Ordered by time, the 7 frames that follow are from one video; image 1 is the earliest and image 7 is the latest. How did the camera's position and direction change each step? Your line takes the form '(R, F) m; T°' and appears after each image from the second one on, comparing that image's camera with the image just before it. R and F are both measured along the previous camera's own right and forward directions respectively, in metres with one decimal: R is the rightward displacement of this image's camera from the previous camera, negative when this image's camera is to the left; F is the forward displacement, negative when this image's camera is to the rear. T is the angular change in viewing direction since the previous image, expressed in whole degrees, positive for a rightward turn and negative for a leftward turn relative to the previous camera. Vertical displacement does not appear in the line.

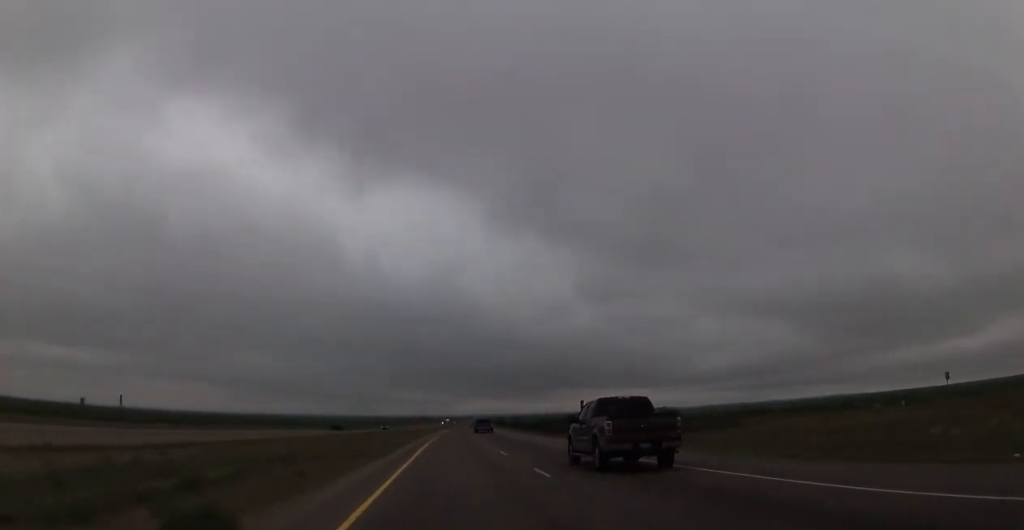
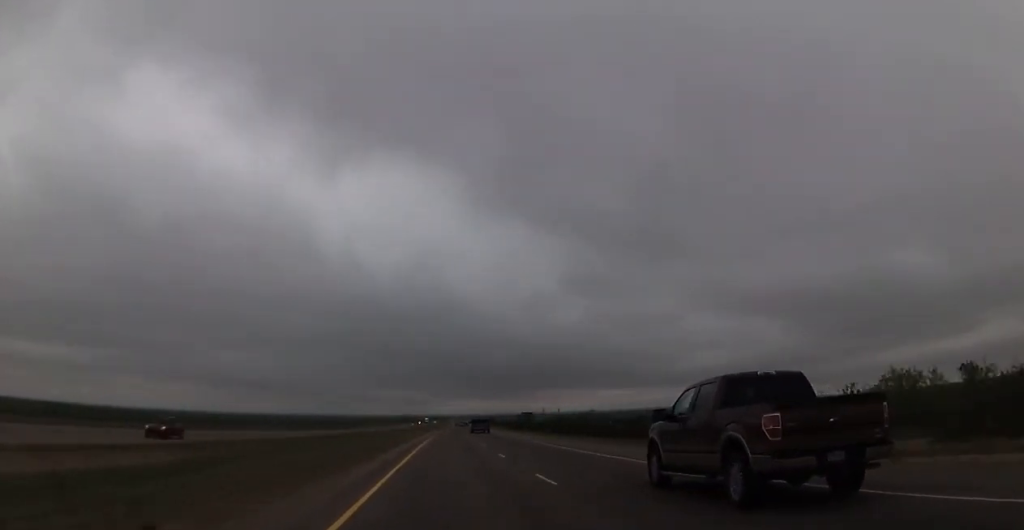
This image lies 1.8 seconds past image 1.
(+0.3, +62.6) m; +1°
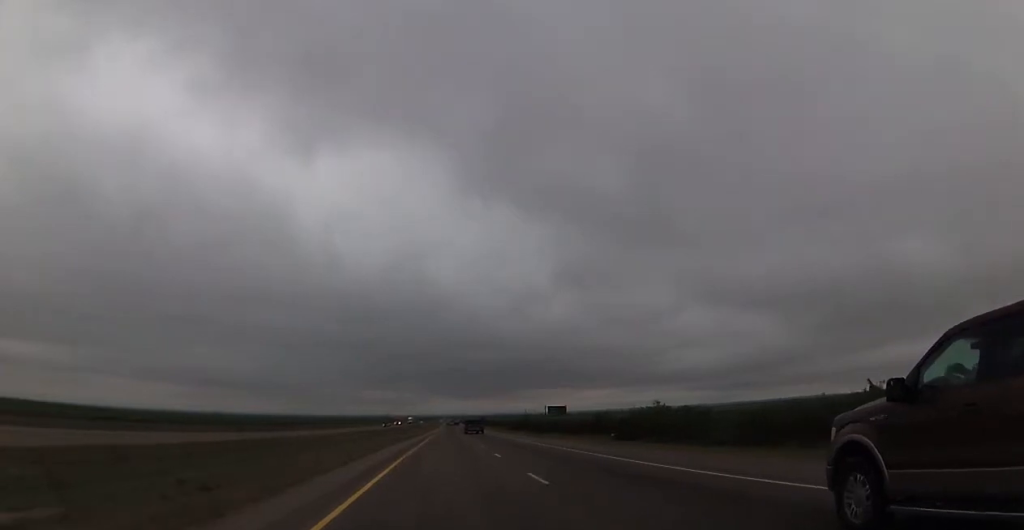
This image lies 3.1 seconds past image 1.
(+0.8, +48.5) m; +1°
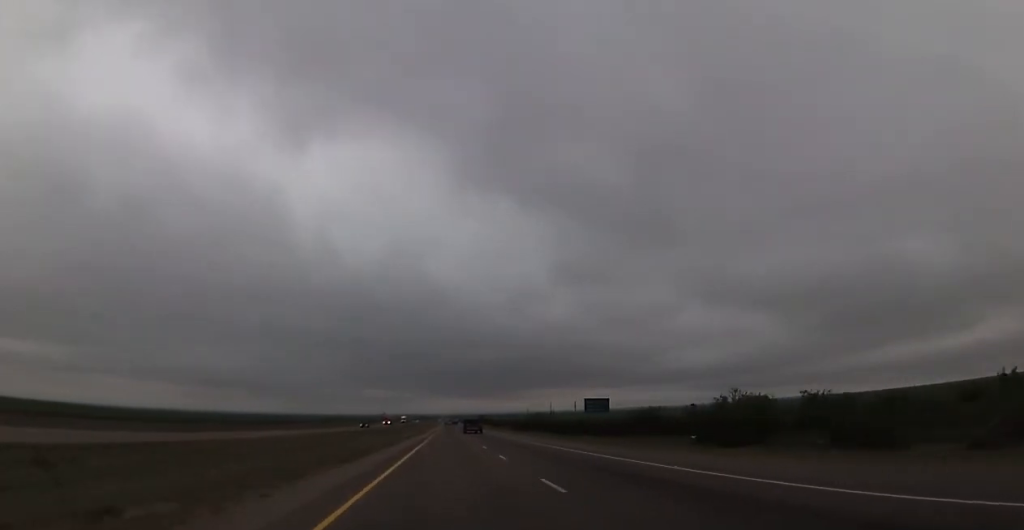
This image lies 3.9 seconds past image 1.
(0.0, +26.0) m; 0°
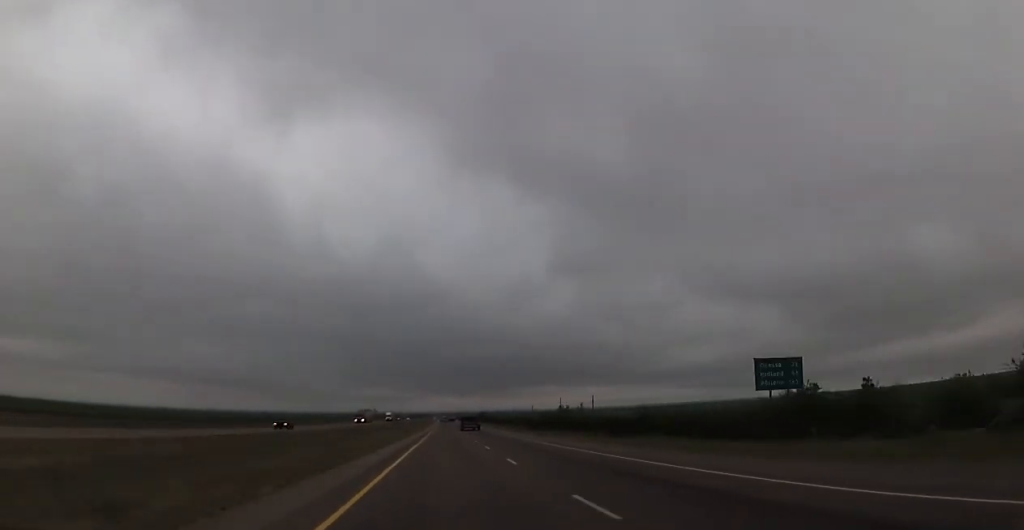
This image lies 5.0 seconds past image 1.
(+0.2, +40.3) m; +1°
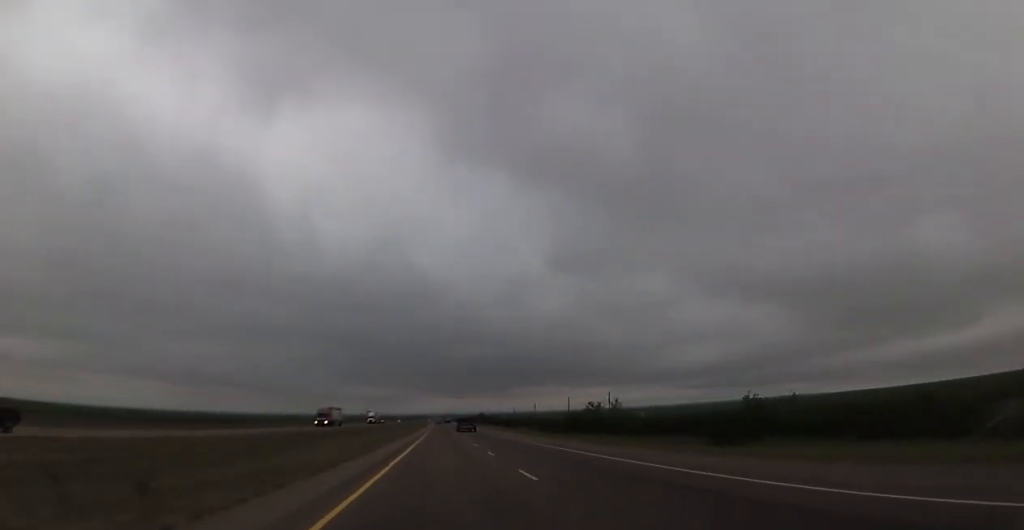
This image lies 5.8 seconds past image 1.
(+0.2, +29.6) m; 0°
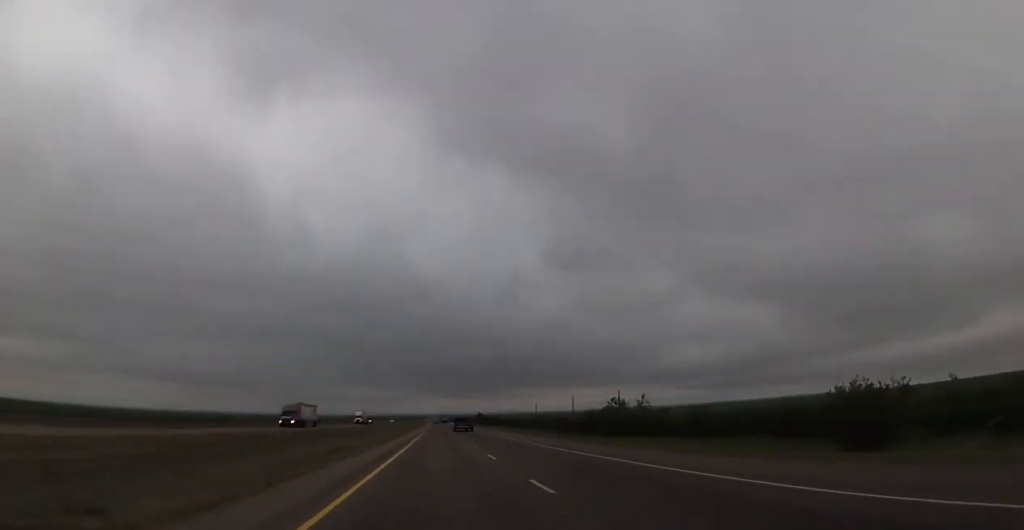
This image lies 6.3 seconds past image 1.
(0.0, +15.4) m; 0°
